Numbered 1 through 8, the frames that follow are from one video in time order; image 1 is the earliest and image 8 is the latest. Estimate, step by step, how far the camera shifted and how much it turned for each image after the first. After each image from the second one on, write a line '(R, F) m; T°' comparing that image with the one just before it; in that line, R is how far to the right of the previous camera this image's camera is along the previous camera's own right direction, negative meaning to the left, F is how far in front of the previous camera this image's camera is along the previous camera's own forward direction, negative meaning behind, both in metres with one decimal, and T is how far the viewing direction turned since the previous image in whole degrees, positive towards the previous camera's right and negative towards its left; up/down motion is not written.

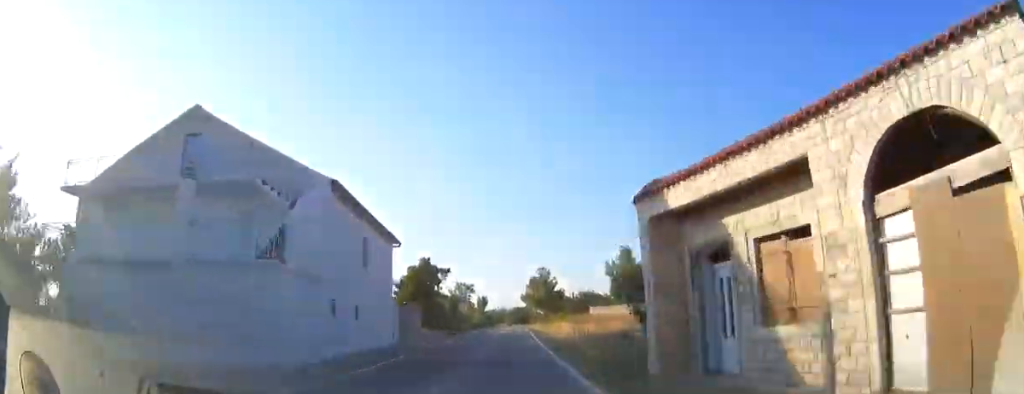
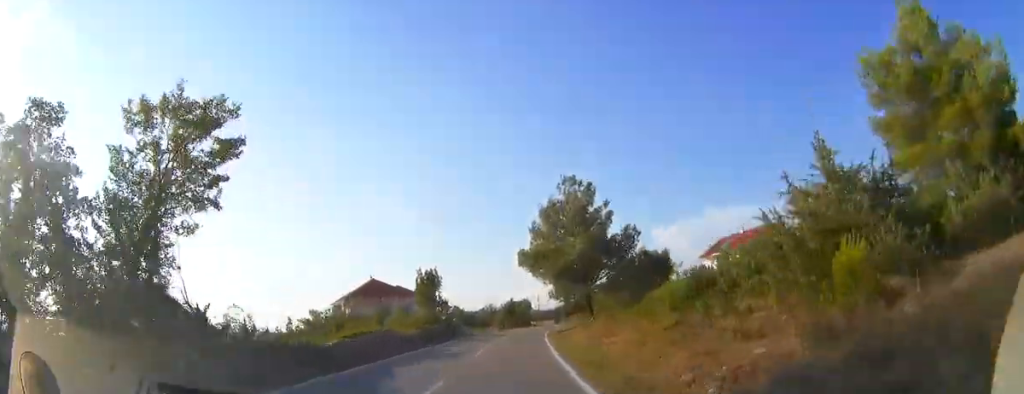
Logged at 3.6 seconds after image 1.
(0.0, +58.7) m; +1°
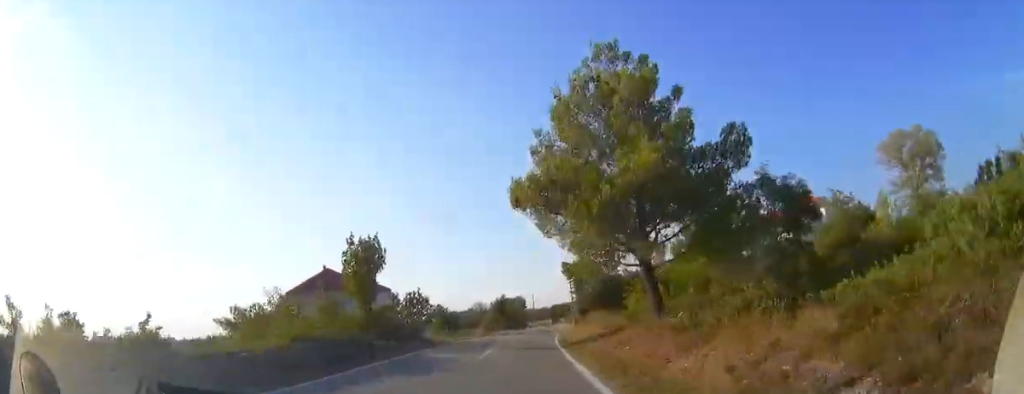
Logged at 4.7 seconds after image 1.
(+0.1, +17.5) m; +1°
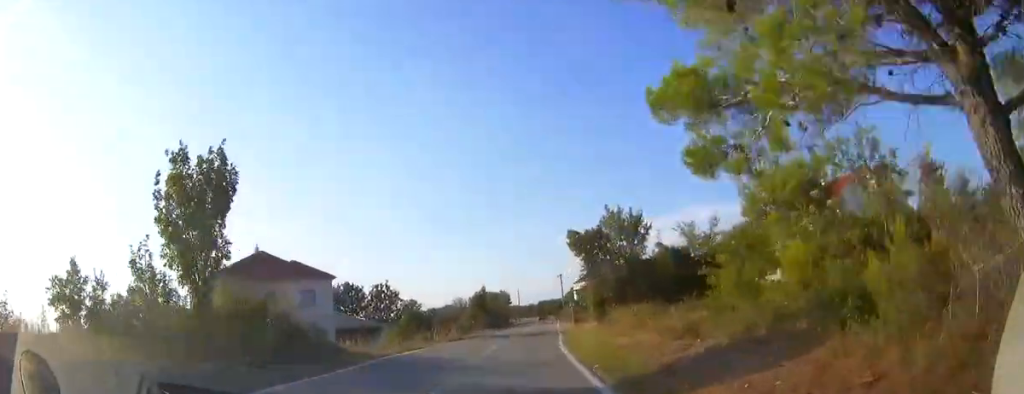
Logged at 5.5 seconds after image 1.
(-0.1, +14.2) m; +1°
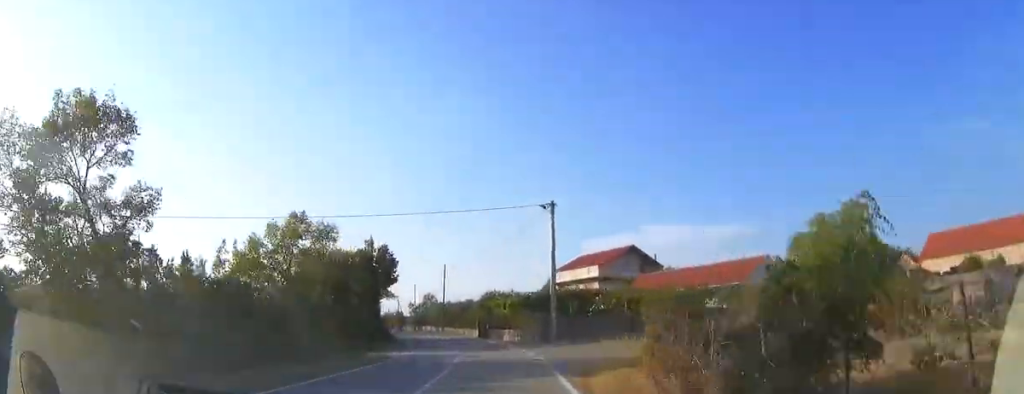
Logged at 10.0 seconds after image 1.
(+4.1, +72.7) m; +4°
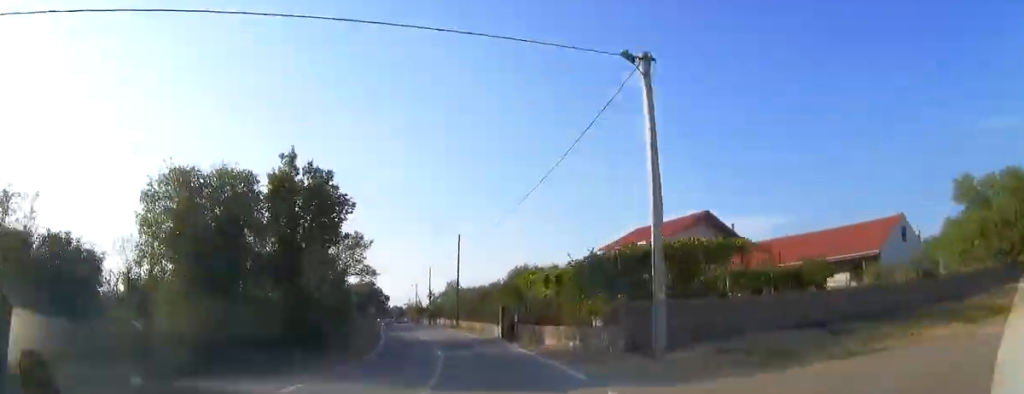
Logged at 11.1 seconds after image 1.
(+0.1, +18.5) m; -3°
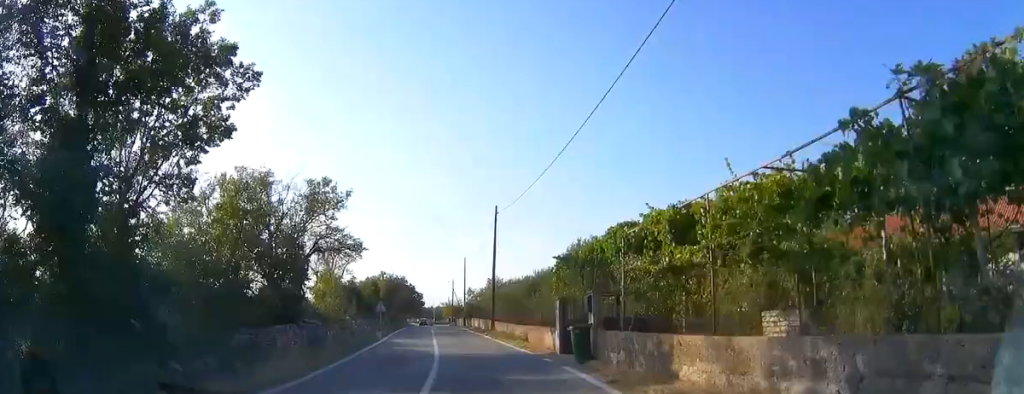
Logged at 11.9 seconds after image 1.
(+0.5, +13.0) m; -3°
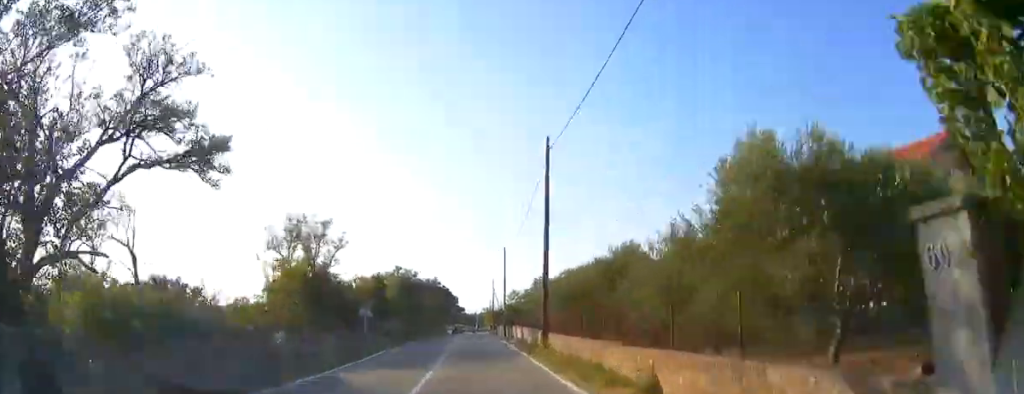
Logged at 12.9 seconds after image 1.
(-1.4, +15.0) m; -3°
